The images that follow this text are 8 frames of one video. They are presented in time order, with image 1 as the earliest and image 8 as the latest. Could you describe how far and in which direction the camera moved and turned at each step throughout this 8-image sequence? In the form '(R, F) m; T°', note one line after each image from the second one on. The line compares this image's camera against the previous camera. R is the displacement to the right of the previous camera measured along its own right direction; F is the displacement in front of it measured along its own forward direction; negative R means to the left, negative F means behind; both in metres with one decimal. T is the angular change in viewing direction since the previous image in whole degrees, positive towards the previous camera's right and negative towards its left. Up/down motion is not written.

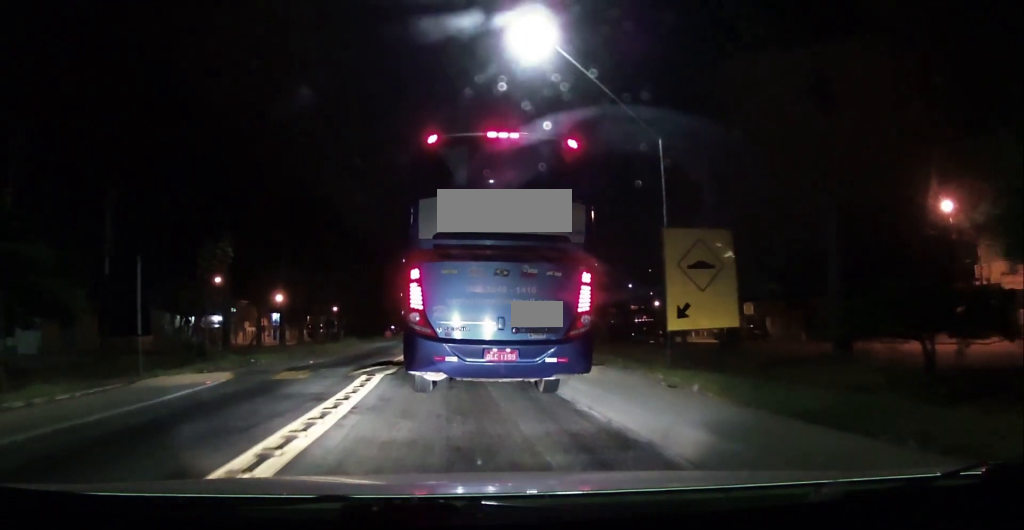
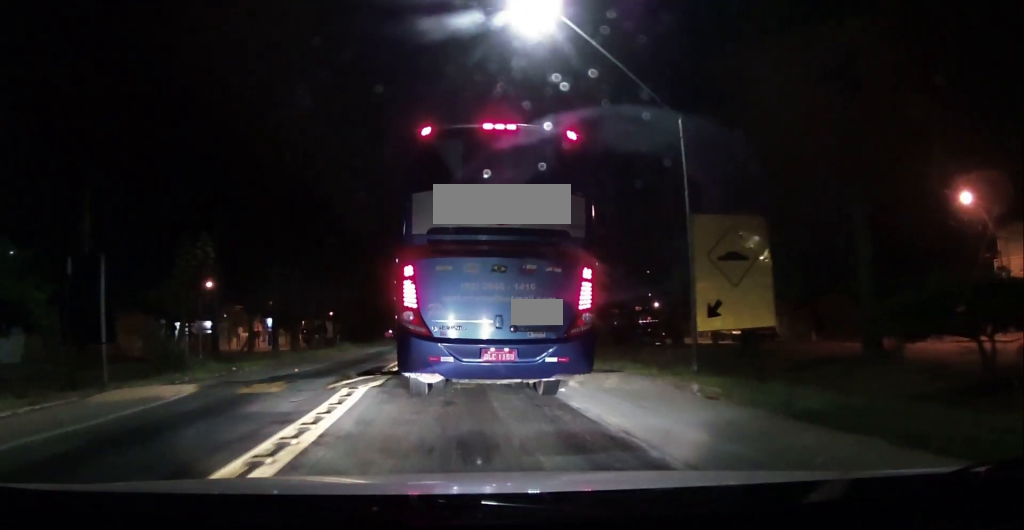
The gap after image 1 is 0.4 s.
(0.0, +2.6) m; 0°
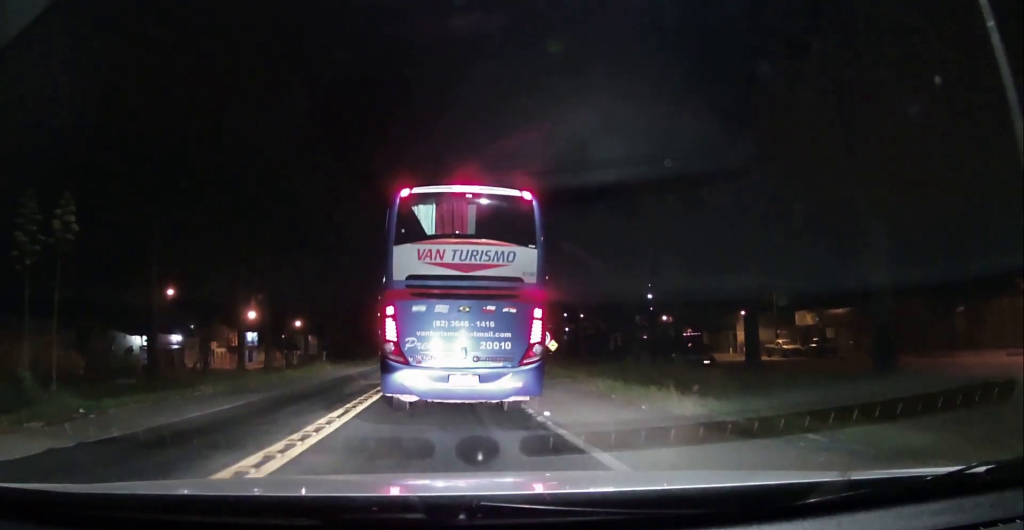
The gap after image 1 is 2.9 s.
(+0.6, +11.0) m; +2°
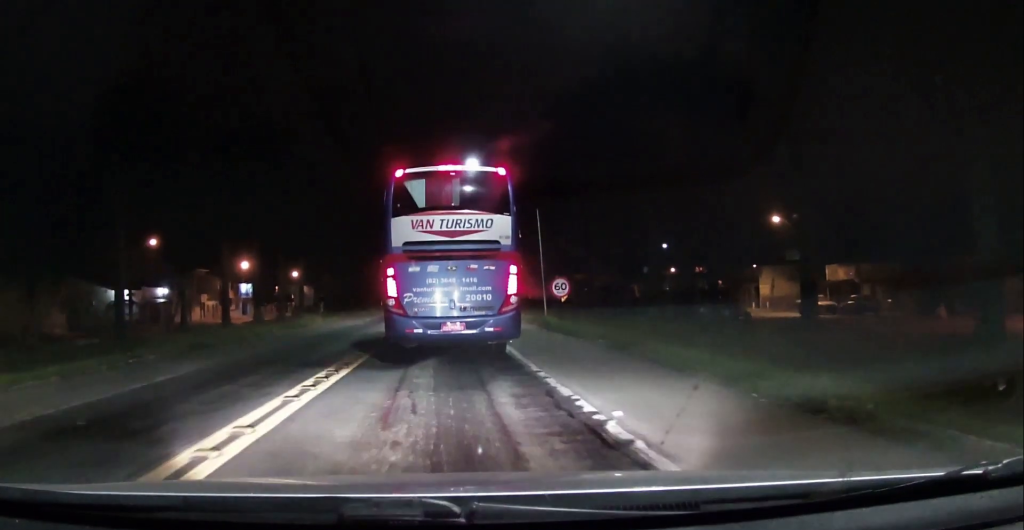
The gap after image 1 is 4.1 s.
(-0.1, +4.8) m; +1°
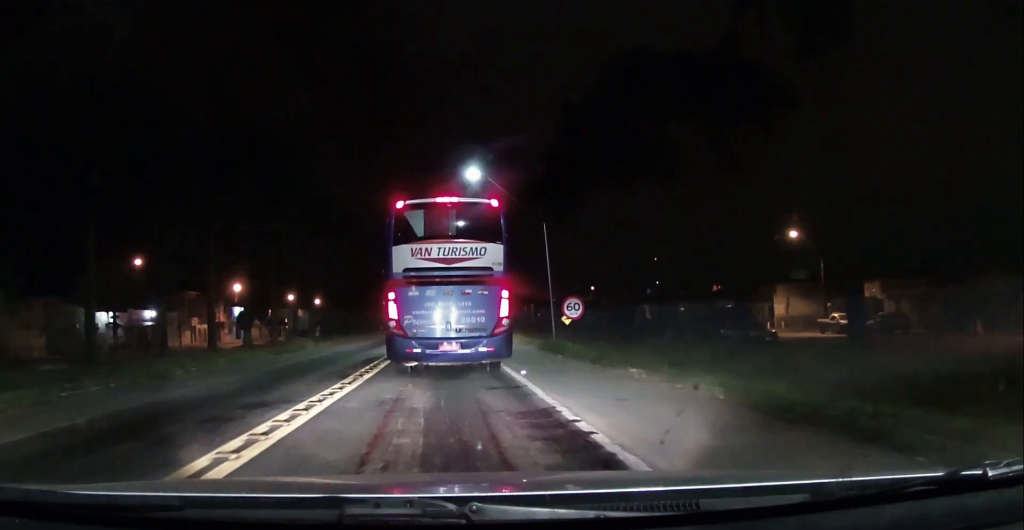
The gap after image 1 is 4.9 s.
(+0.1, +3.0) m; -1°
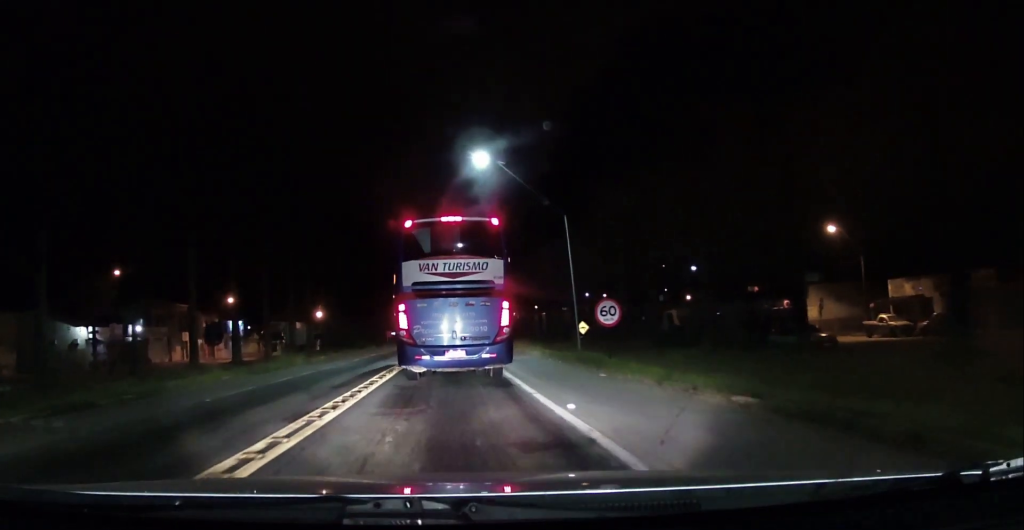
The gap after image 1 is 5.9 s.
(-0.3, +4.6) m; -4°
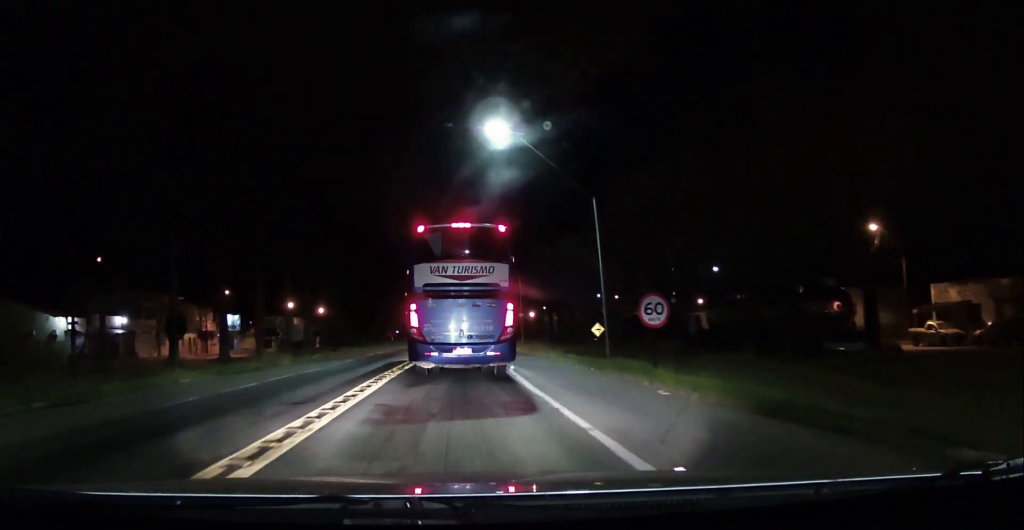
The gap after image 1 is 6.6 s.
(0.0, +3.9) m; 0°
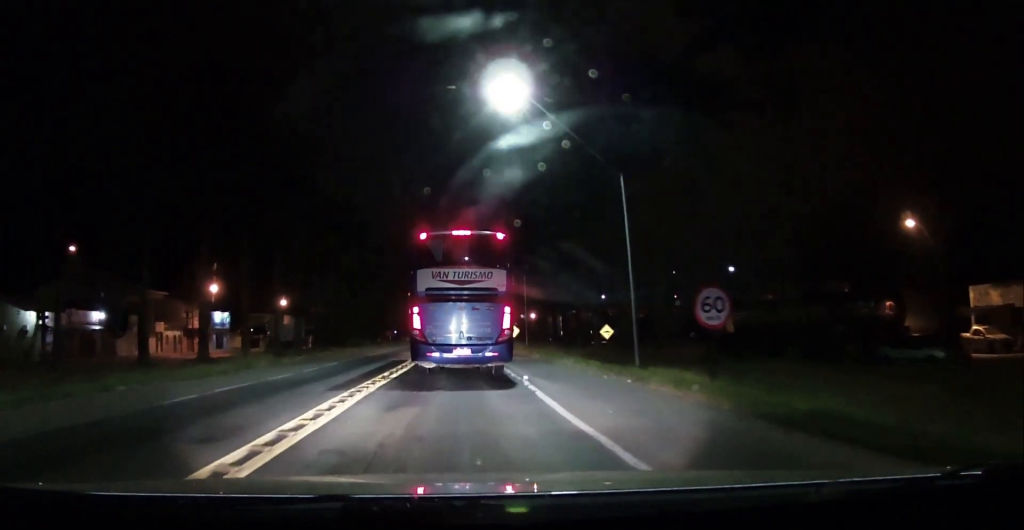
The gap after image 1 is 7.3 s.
(0.0, +3.9) m; 0°
